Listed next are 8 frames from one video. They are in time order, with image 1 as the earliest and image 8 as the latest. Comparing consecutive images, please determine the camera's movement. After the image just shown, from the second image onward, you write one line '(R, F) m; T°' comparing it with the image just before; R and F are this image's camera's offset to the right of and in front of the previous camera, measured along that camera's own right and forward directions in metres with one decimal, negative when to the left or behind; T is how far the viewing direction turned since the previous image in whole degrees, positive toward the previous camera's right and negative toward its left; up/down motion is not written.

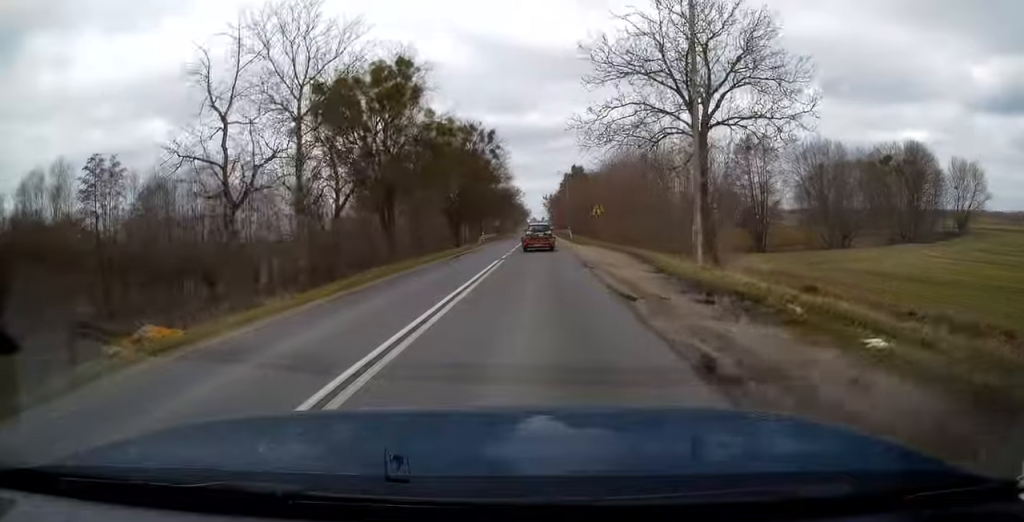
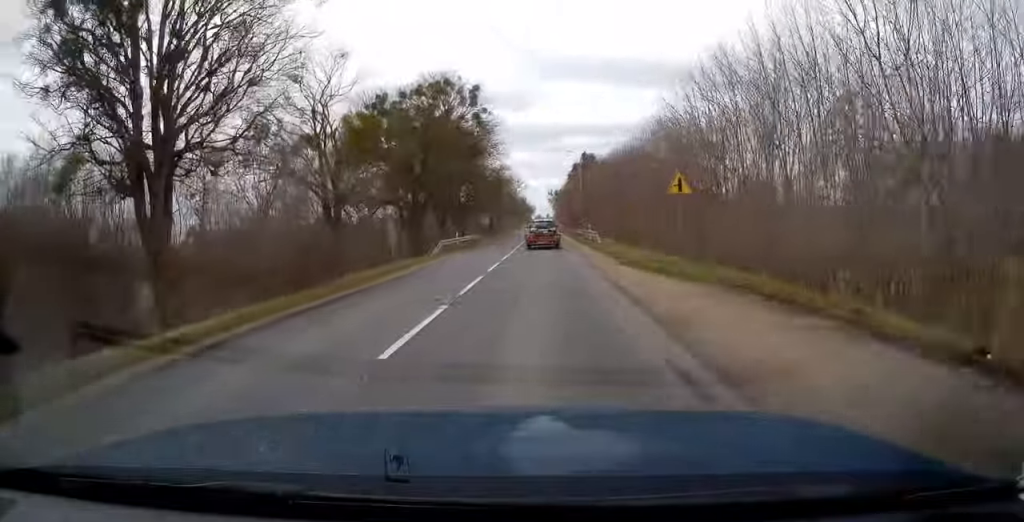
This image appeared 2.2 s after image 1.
(0.0, +25.5) m; 0°
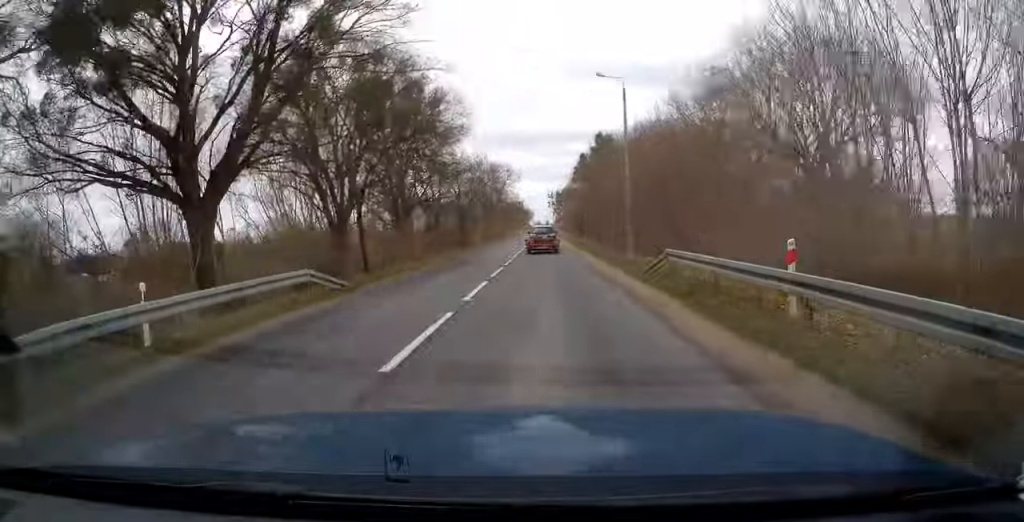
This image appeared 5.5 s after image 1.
(-0.3, +40.8) m; -1°
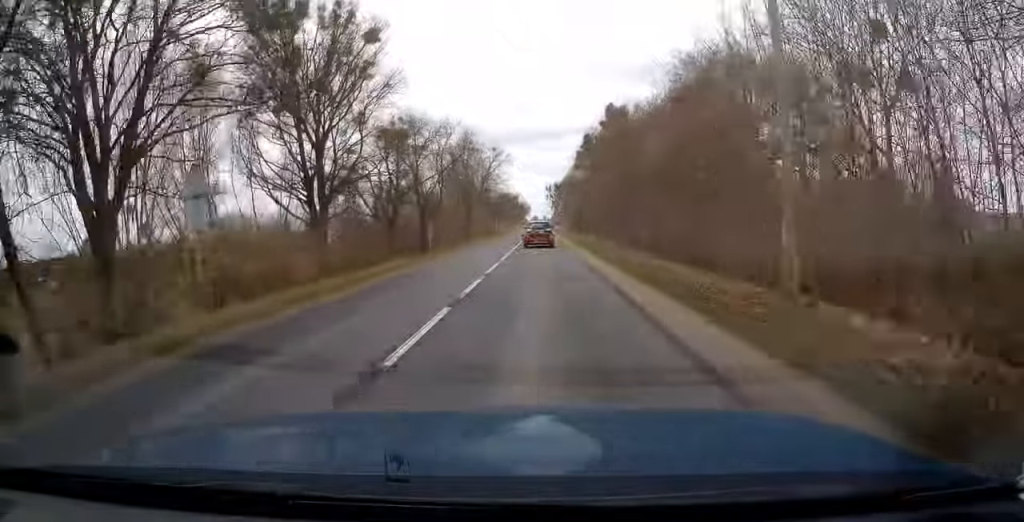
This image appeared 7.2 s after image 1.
(-0.1, +22.7) m; 0°
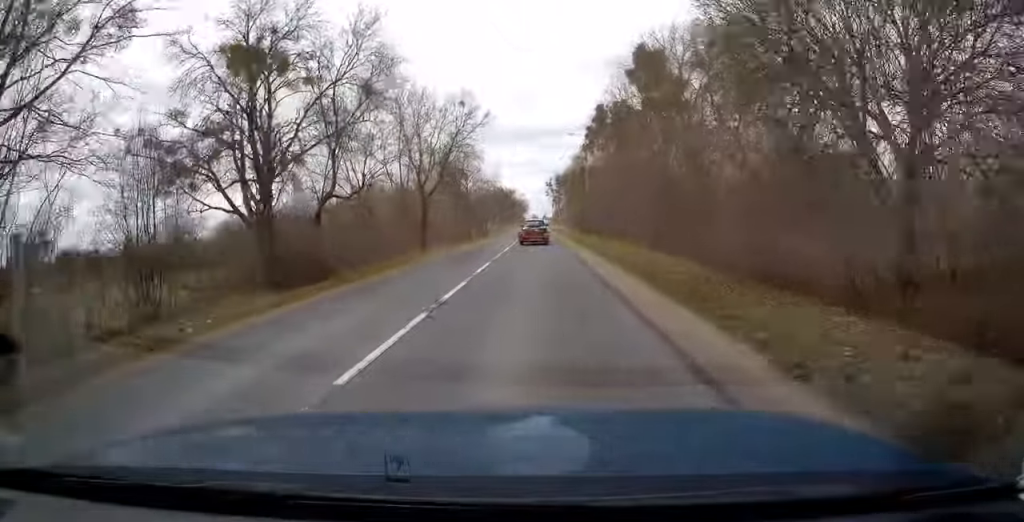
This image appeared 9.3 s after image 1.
(-0.1, +27.9) m; 0°
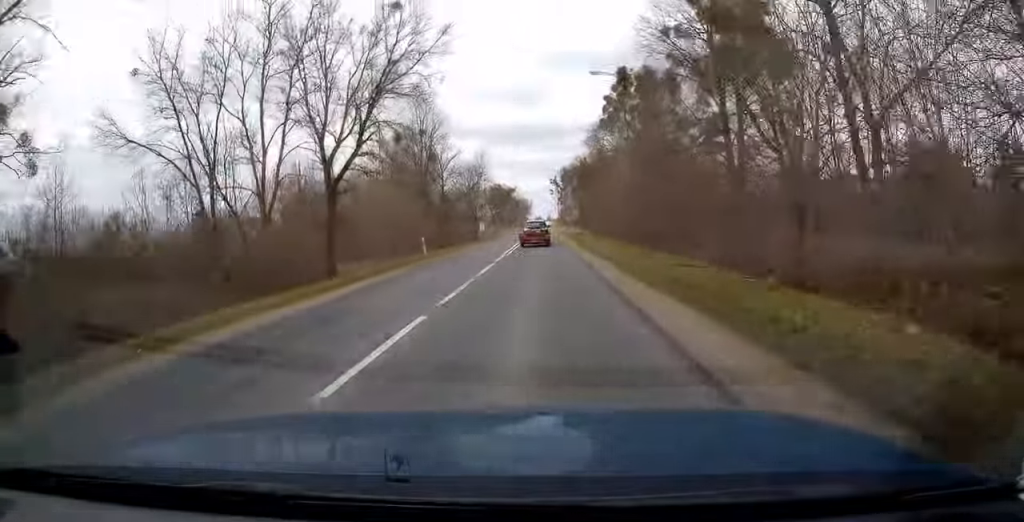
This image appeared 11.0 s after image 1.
(0.0, +22.4) m; 0°
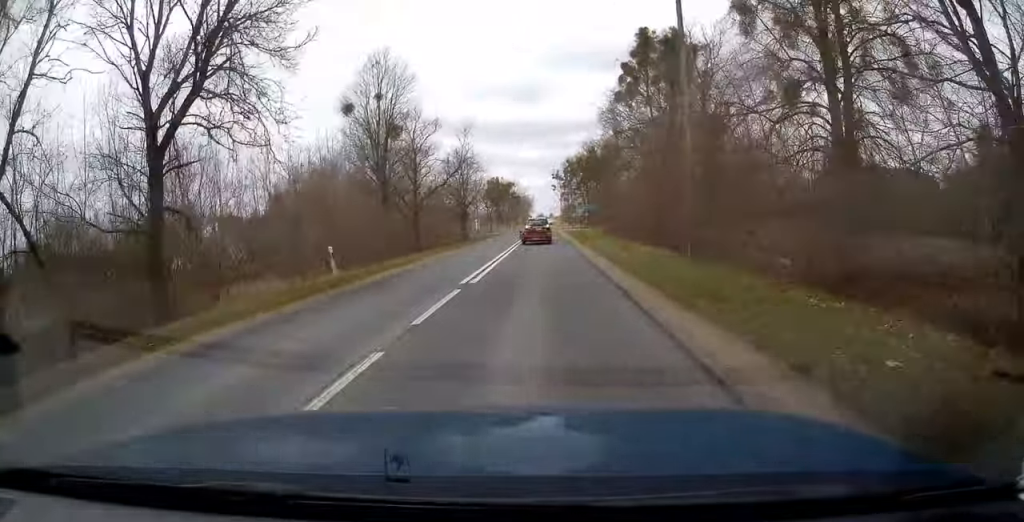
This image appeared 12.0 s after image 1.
(0.0, +14.1) m; +1°
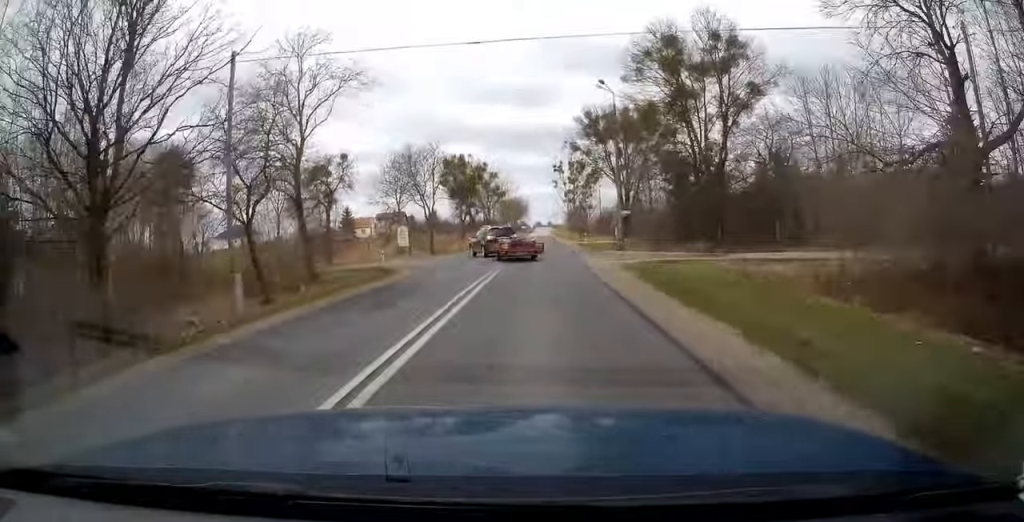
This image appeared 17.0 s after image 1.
(+1.3, +69.0) m; +1°
